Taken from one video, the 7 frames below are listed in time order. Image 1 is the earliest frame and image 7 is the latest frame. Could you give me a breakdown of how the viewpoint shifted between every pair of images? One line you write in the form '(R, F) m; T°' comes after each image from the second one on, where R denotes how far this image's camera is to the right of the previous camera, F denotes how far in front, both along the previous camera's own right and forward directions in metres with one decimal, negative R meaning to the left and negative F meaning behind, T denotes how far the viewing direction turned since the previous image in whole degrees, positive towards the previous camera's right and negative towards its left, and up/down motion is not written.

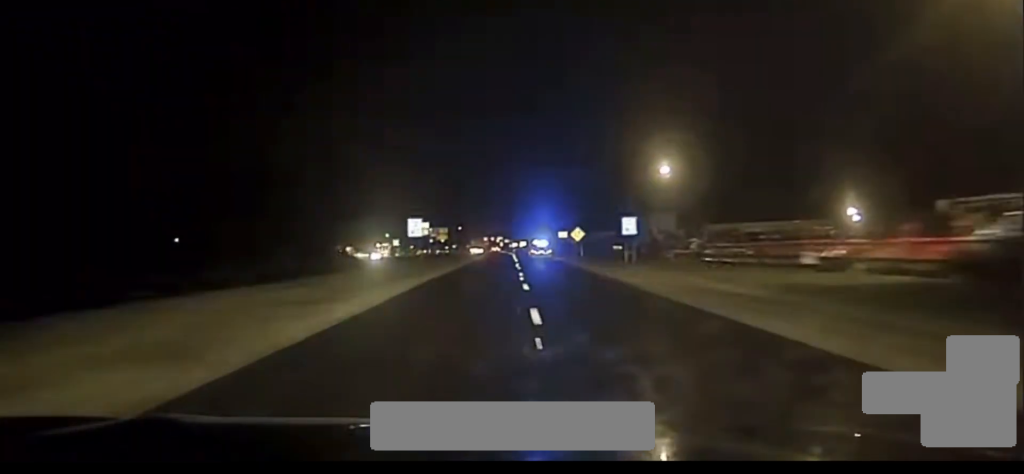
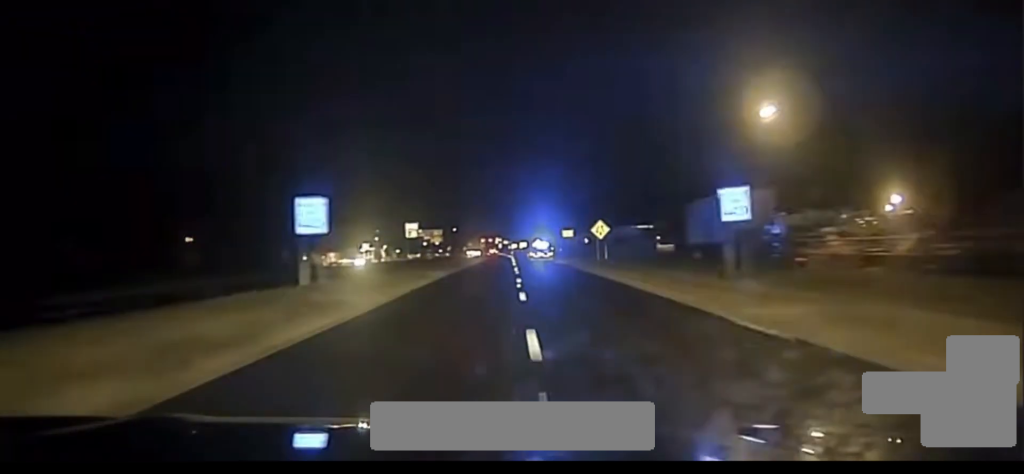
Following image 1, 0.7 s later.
(+0.3, +31.8) m; 0°
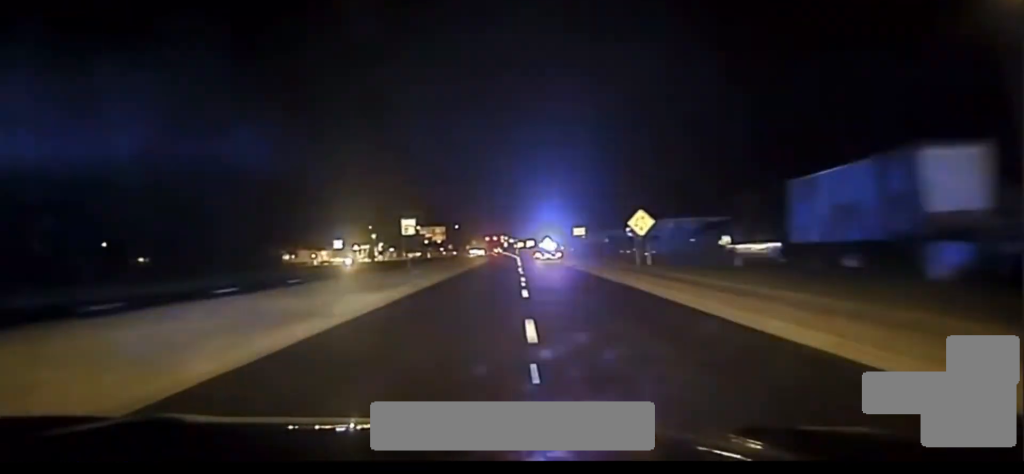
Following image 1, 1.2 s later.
(-0.1, +24.5) m; 0°
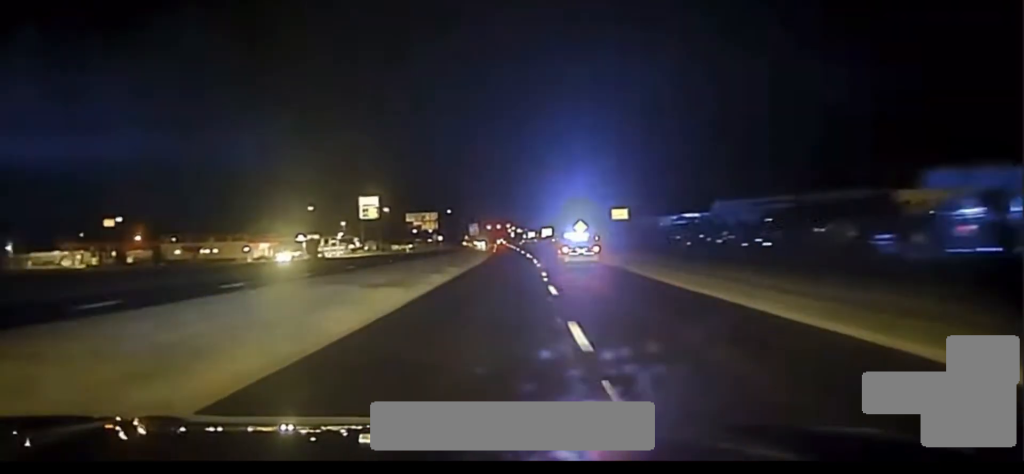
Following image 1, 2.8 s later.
(-0.6, +83.0) m; 0°
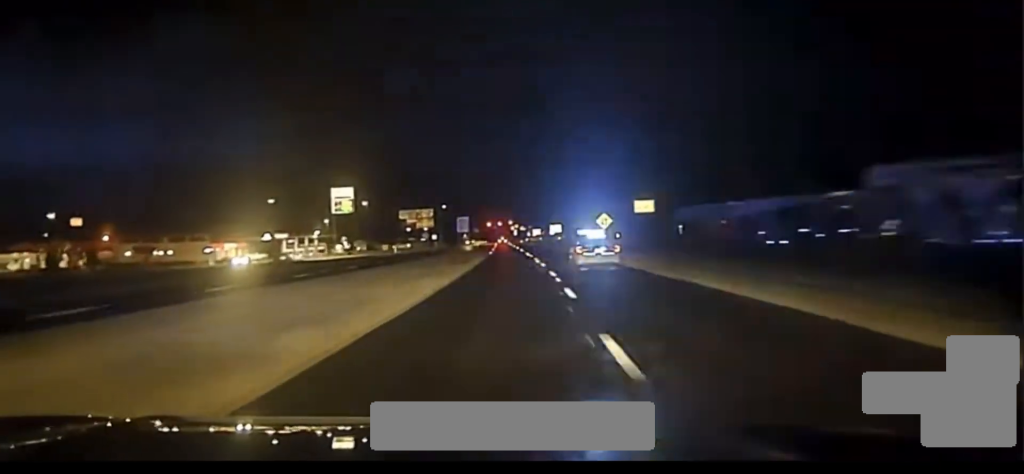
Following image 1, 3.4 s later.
(+0.2, +30.7) m; 0°
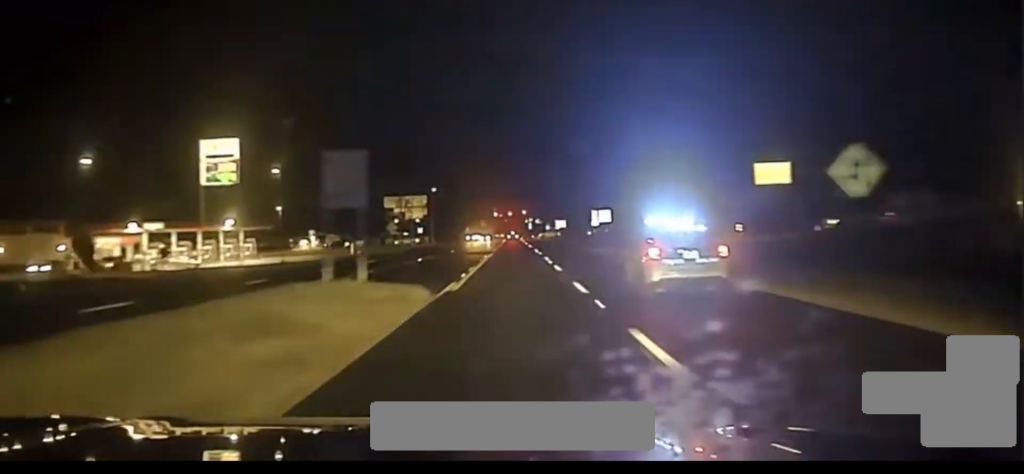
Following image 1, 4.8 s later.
(-0.8, +72.3) m; -1°
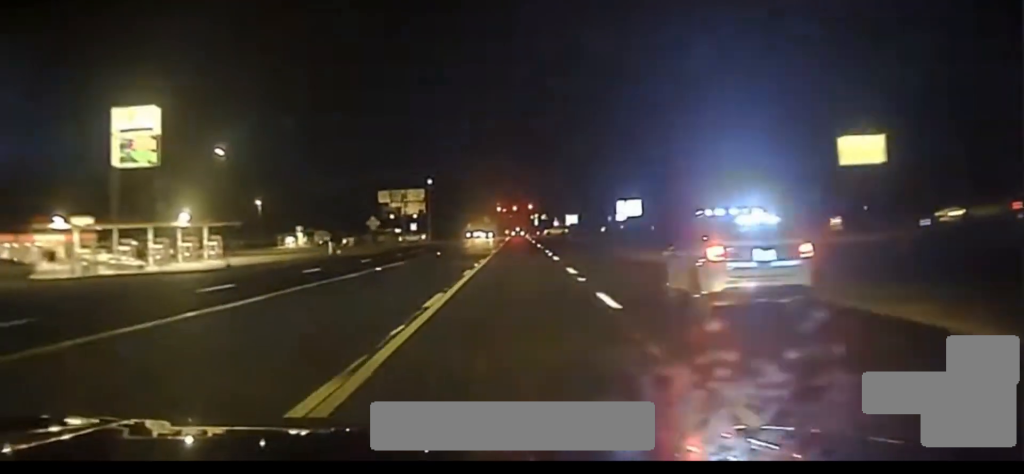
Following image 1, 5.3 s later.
(-0.2, +22.0) m; 0°
